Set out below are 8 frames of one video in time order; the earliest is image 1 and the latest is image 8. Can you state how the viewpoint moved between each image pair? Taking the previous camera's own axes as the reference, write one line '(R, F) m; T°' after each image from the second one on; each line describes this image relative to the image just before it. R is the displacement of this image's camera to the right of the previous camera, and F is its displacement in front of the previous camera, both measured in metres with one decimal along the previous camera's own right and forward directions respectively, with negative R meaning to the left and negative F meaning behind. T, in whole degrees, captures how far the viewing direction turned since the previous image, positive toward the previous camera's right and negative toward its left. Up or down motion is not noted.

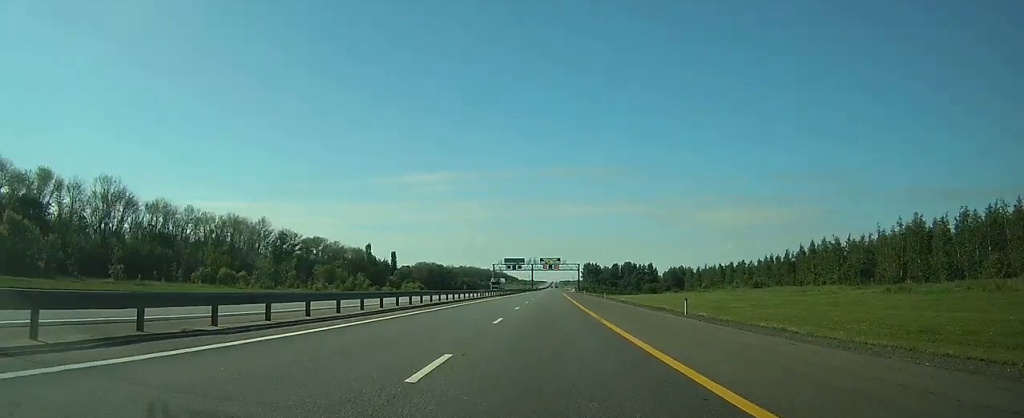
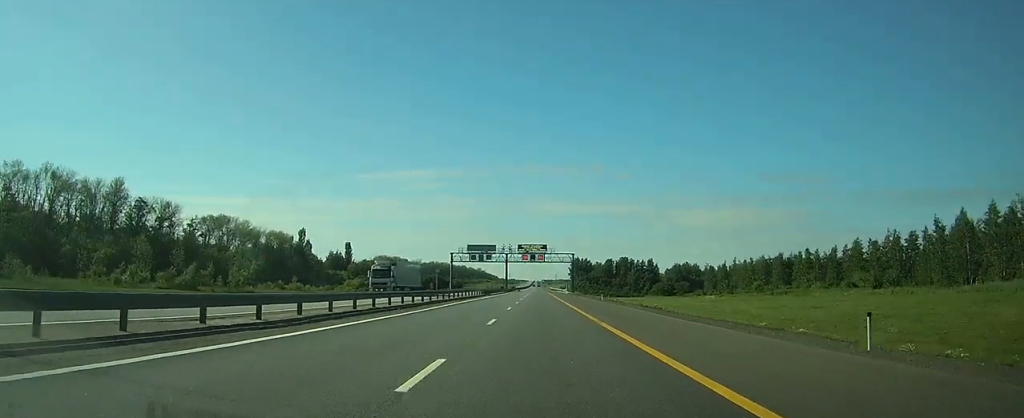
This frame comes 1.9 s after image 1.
(+1.3, +61.6) m; +2°
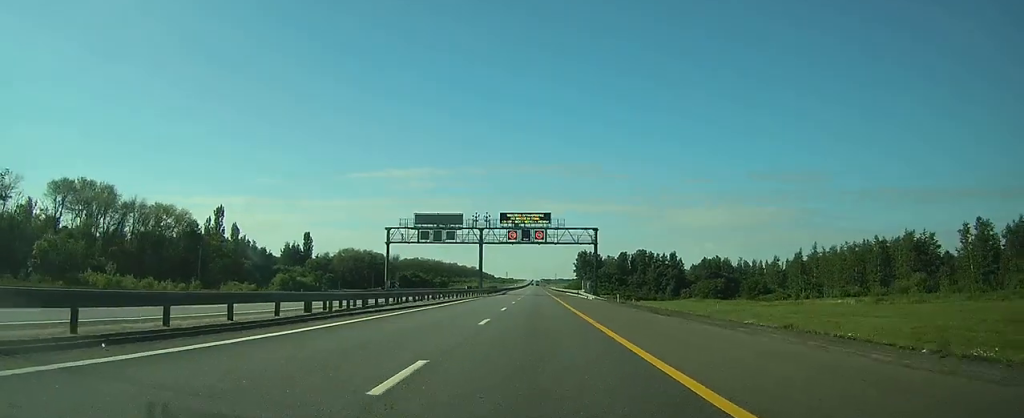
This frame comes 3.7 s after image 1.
(+0.4, +61.0) m; +1°
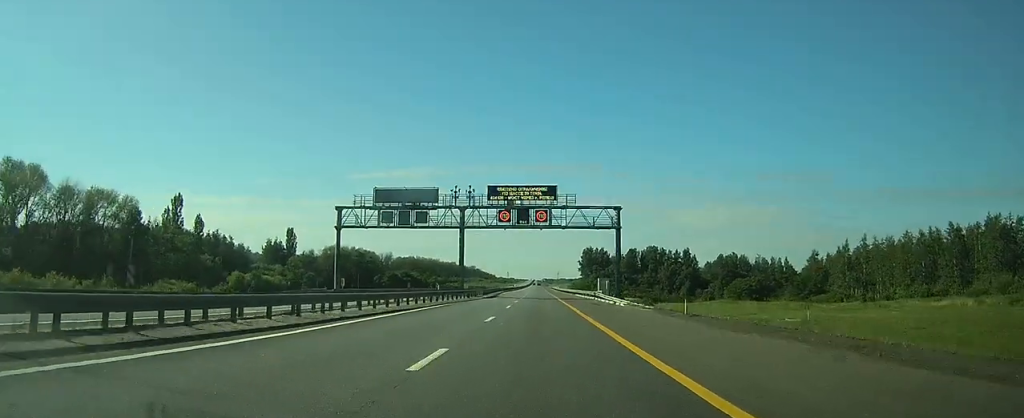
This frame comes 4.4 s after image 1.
(0.0, +22.4) m; 0°
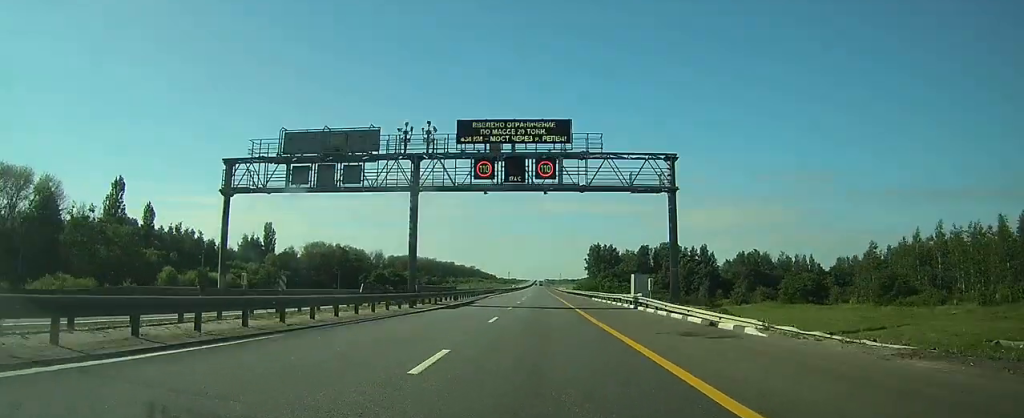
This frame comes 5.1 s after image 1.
(0.0, +24.7) m; 0°
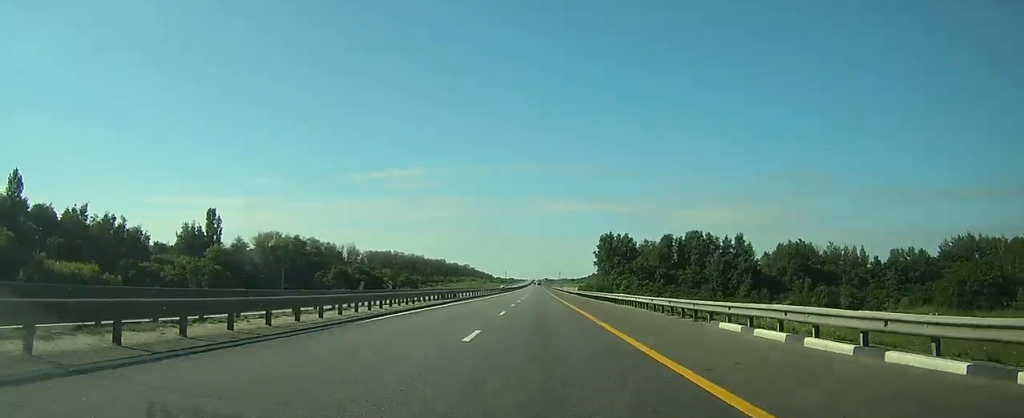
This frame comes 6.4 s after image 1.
(-0.1, +44.0) m; 0°
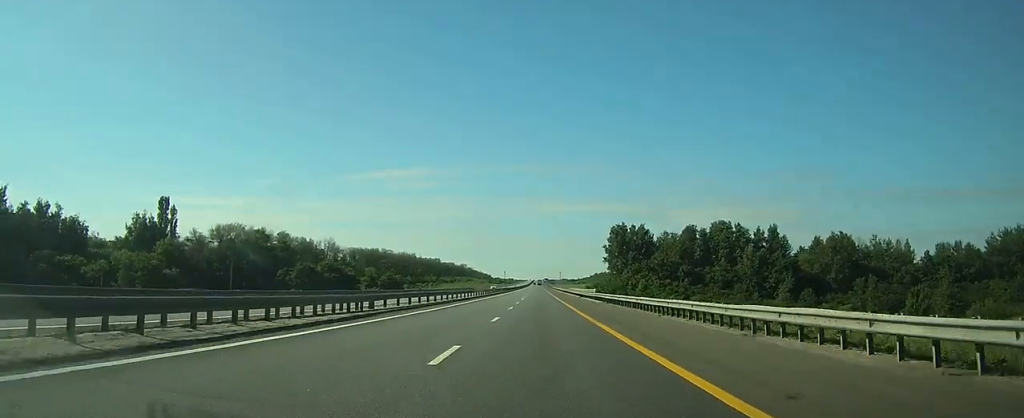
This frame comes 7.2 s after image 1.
(0.0, +28.3) m; 0°
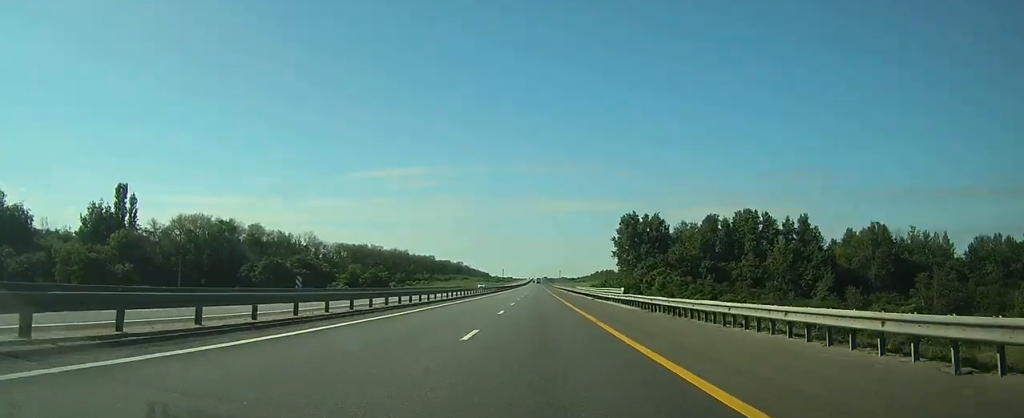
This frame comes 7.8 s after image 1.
(0.0, +20.4) m; 0°
